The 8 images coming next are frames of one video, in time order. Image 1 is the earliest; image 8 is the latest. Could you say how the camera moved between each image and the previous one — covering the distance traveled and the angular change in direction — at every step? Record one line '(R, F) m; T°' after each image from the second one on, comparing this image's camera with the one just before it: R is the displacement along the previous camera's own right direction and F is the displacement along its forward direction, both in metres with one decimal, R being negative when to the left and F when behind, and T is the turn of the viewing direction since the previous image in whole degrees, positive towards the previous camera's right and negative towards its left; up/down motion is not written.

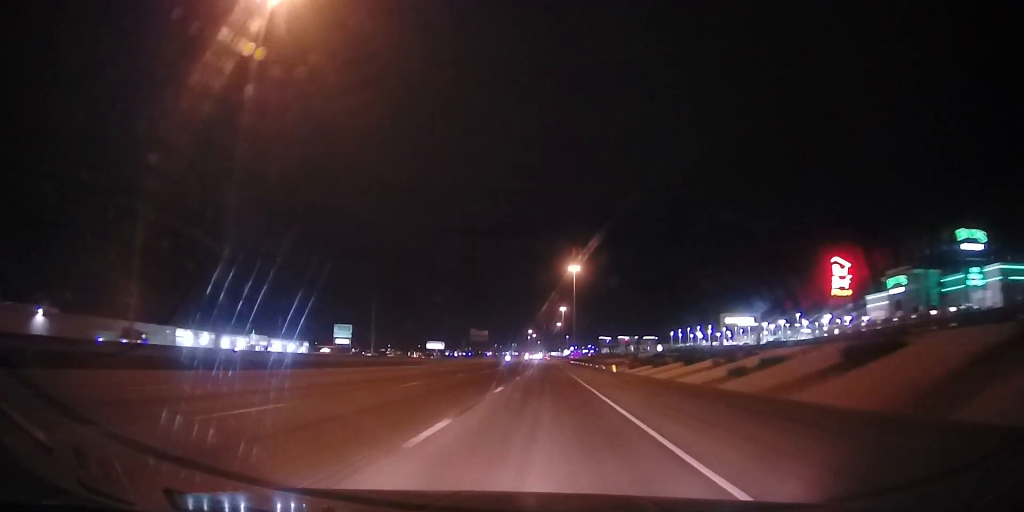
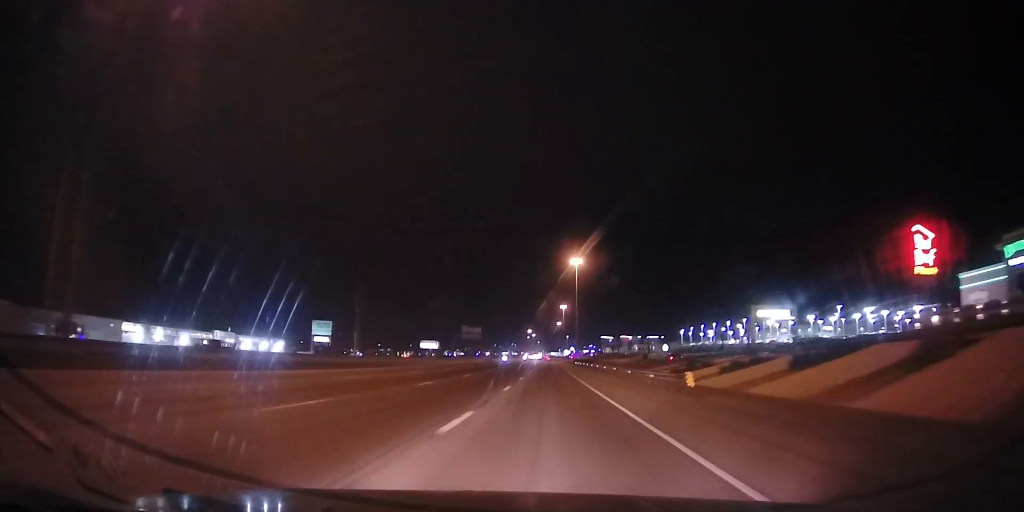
(0.0, +22.5) m; +1°
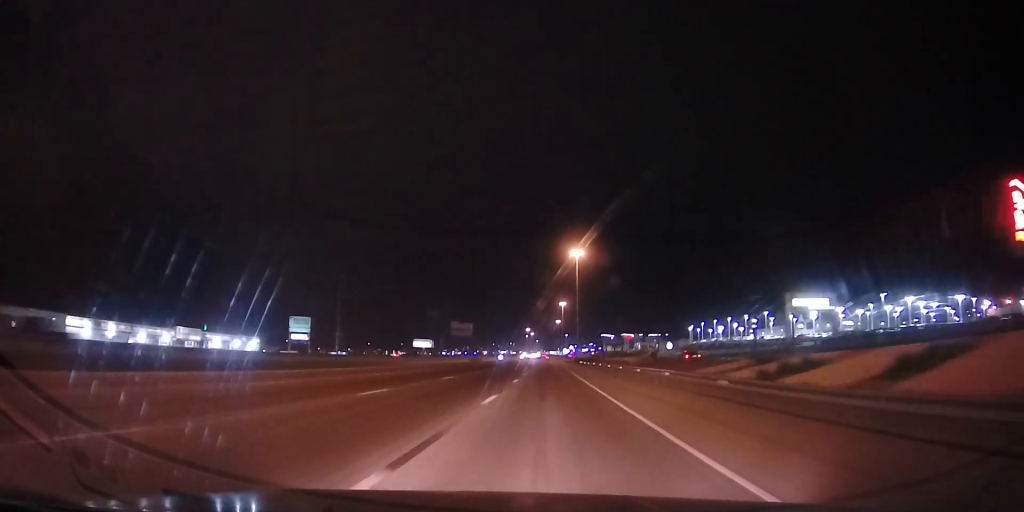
(-0.1, +18.8) m; +1°
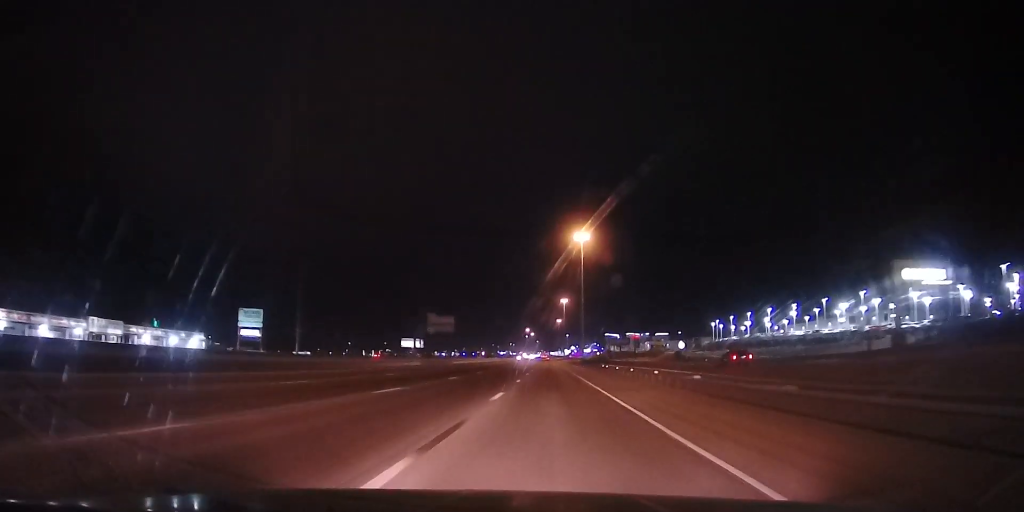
(+0.1, +34.8) m; -1°
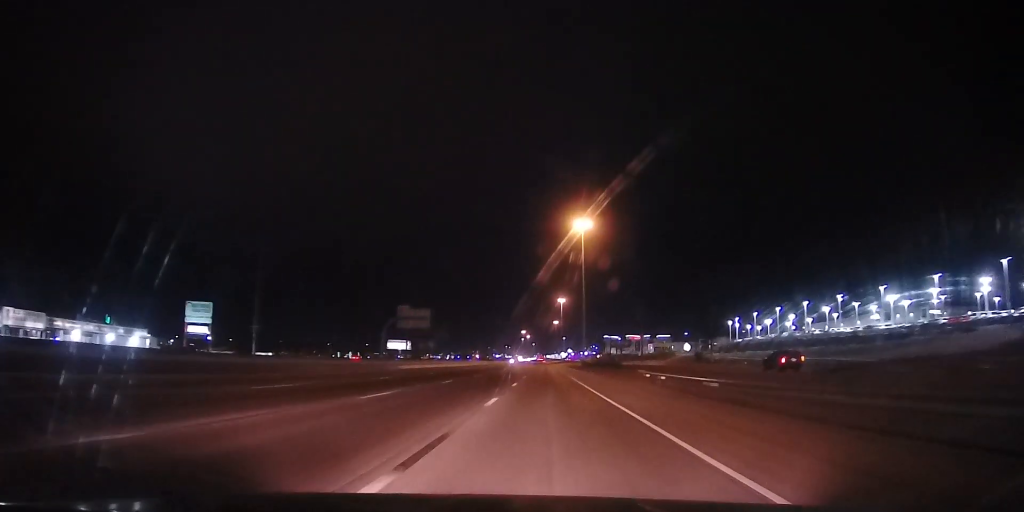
(-0.4, +24.9) m; 0°
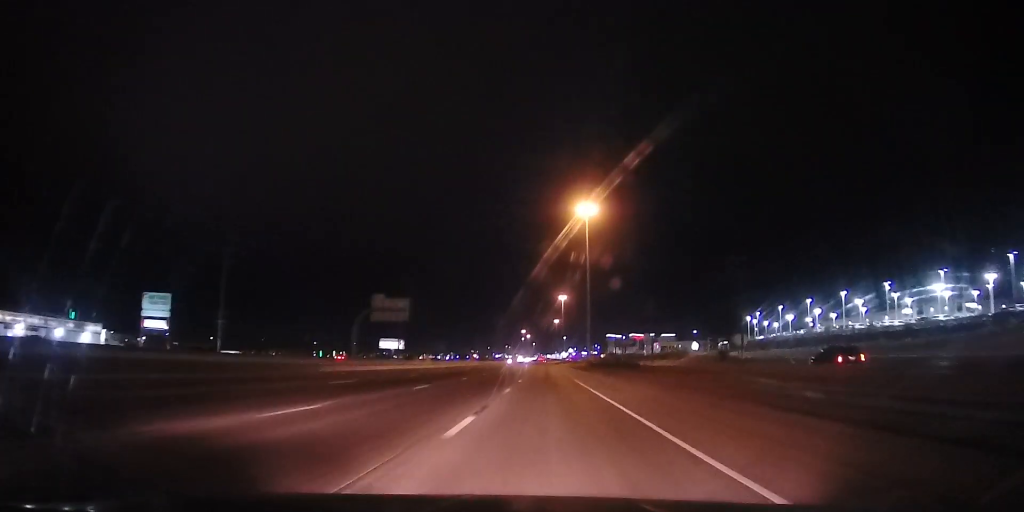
(+0.3, +17.8) m; +1°
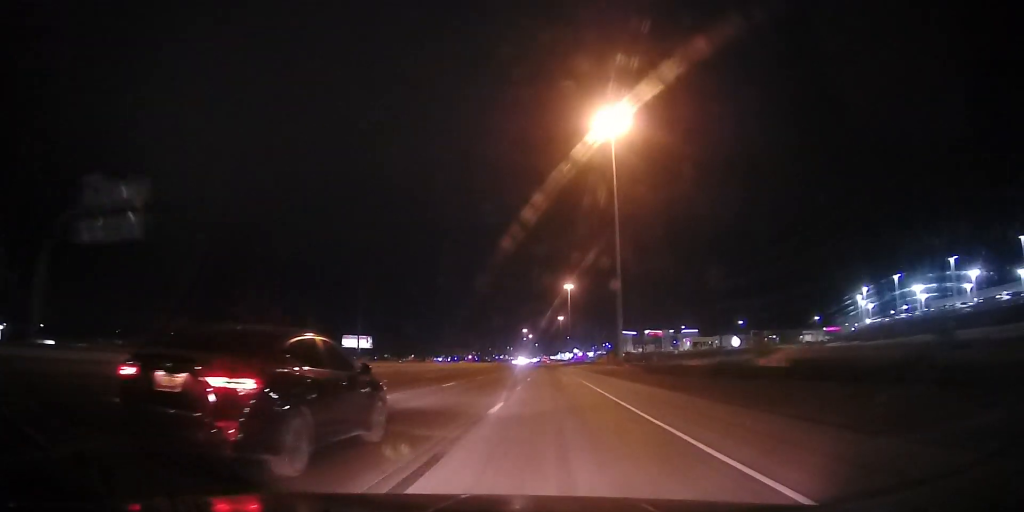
(-1.1, +68.3) m; -1°
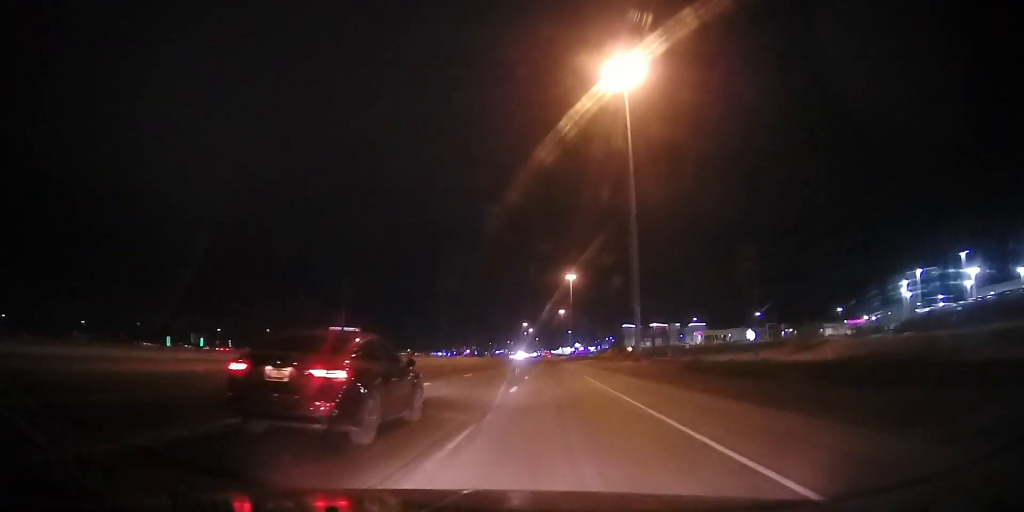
(0.0, +18.8) m; 0°
